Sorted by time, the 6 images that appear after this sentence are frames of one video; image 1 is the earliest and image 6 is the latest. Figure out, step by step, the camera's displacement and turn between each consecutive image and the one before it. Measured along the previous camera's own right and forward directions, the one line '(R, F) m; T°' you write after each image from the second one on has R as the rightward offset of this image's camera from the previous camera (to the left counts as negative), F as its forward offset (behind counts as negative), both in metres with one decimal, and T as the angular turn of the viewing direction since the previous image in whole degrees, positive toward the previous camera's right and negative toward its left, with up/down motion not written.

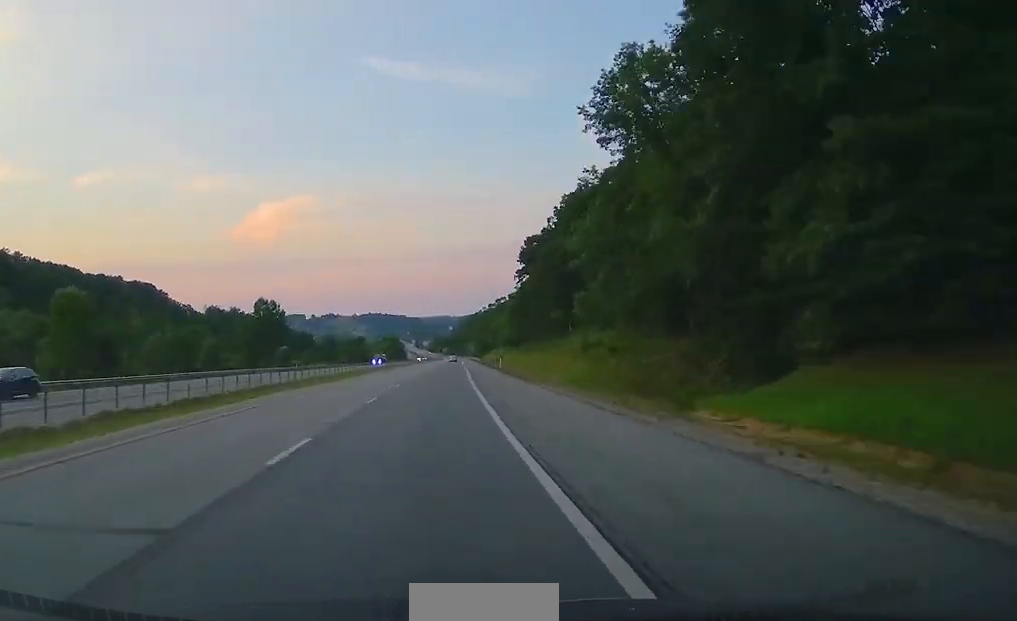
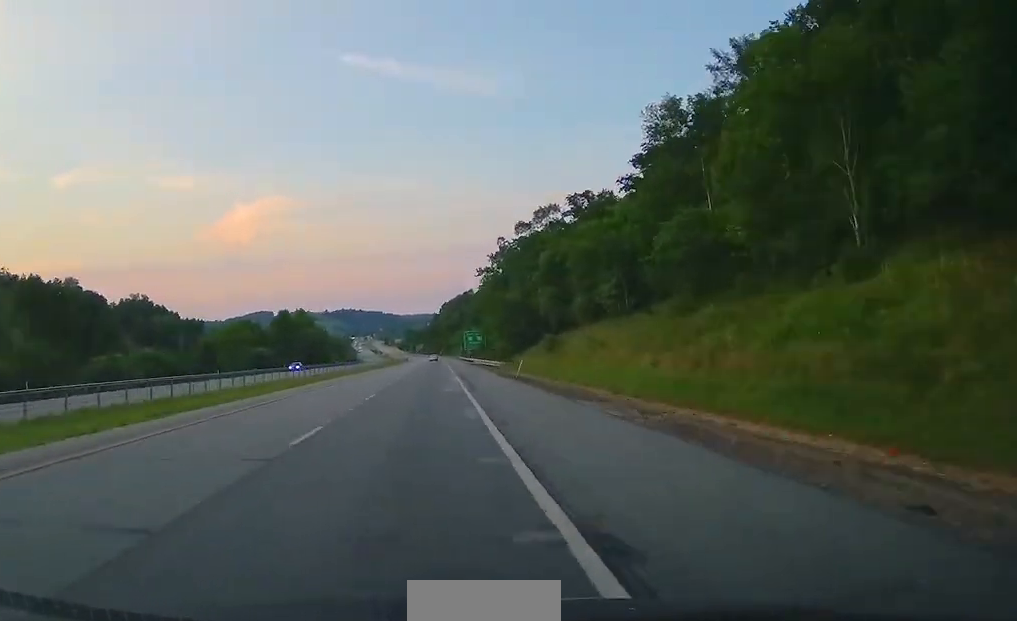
(+4.0, +212.5) m; +1°
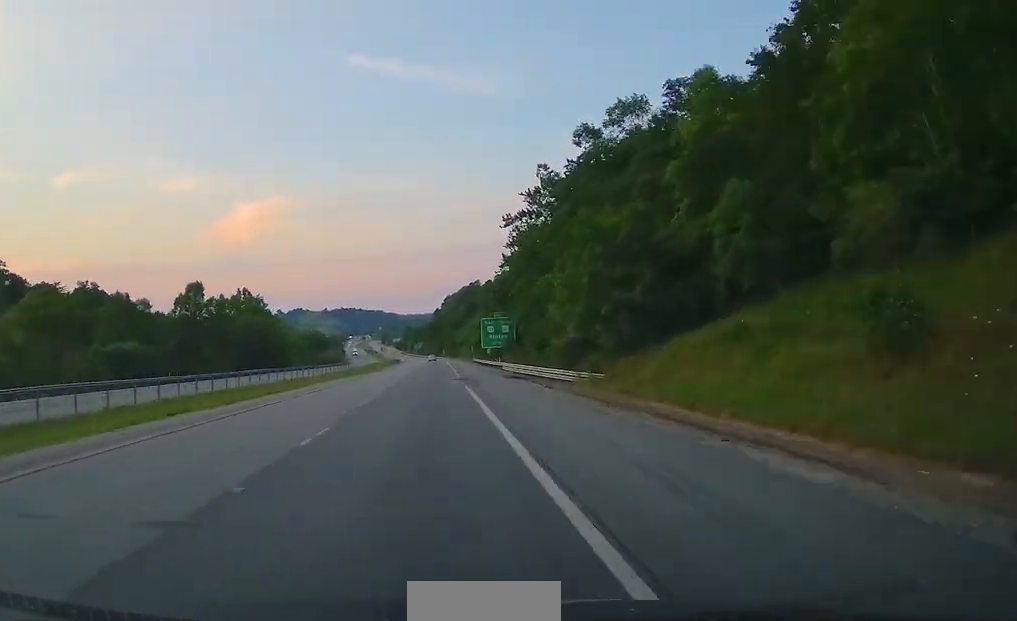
(-0.3, +59.4) m; -1°
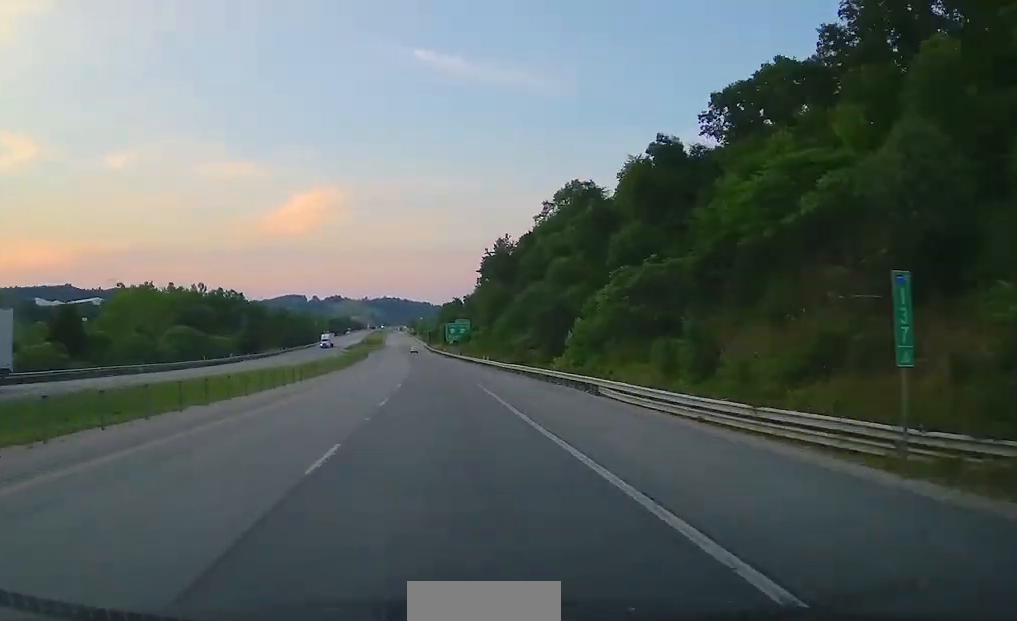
(-7.1, +231.5) m; -5°
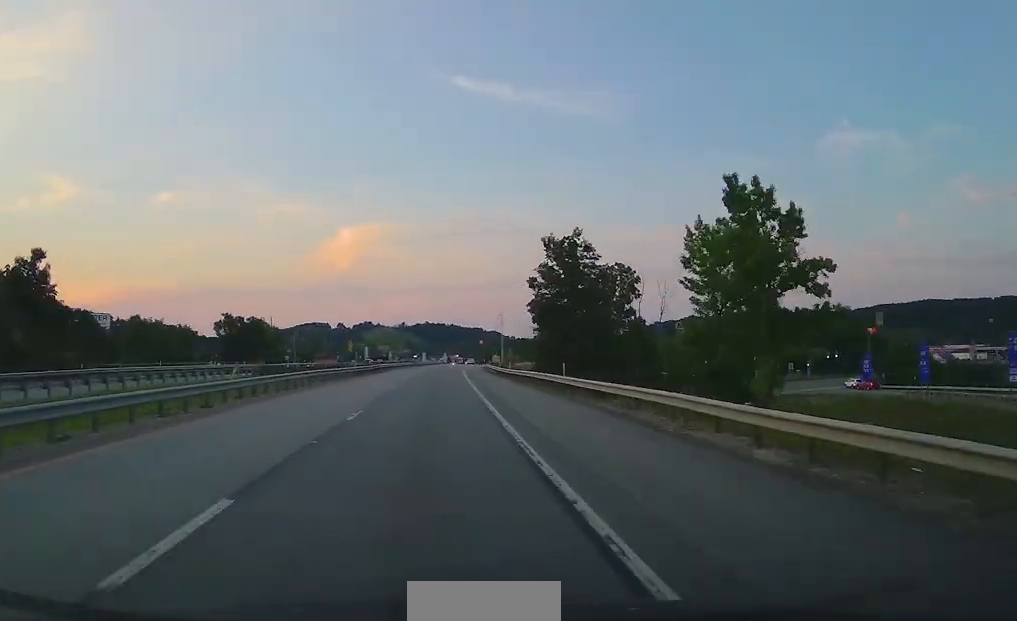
(-16.9, +409.7) m; 0°
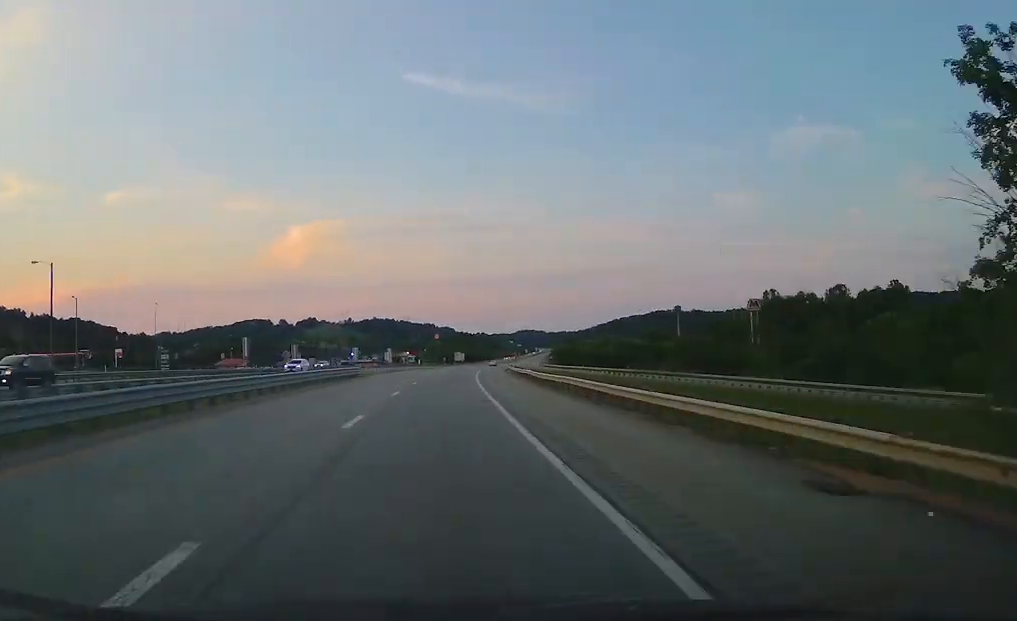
(+4.3, +117.7) m; +5°
